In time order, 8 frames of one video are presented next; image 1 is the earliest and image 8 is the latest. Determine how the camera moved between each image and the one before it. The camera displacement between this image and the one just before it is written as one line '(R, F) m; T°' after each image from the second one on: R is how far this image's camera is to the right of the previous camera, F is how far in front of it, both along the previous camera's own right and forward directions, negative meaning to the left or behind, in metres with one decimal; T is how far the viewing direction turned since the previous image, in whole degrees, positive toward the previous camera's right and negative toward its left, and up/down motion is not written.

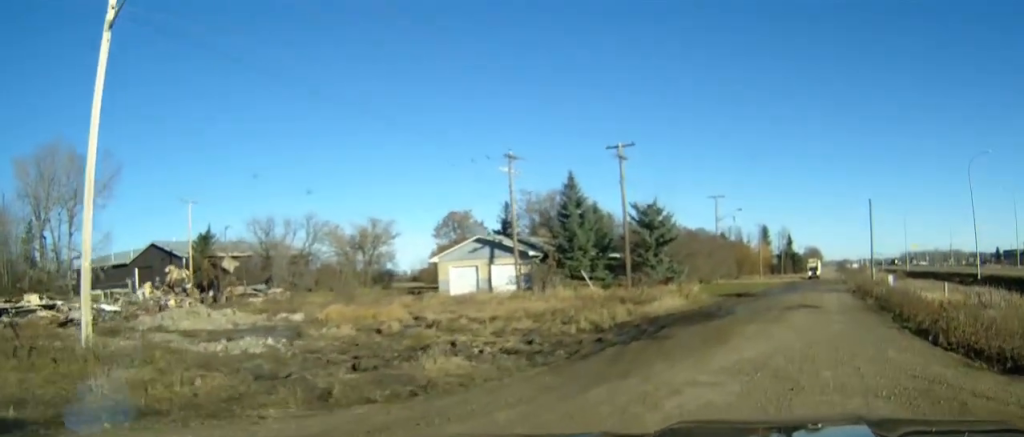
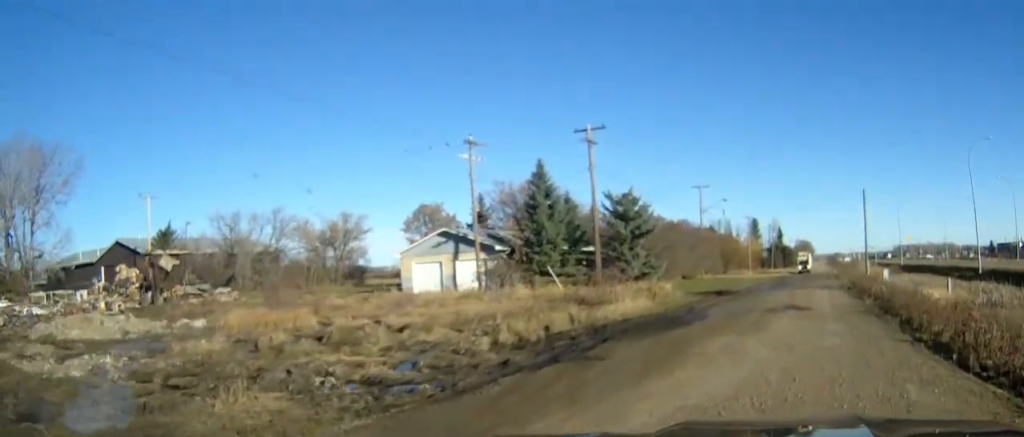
(0.0, +4.8) m; +1°
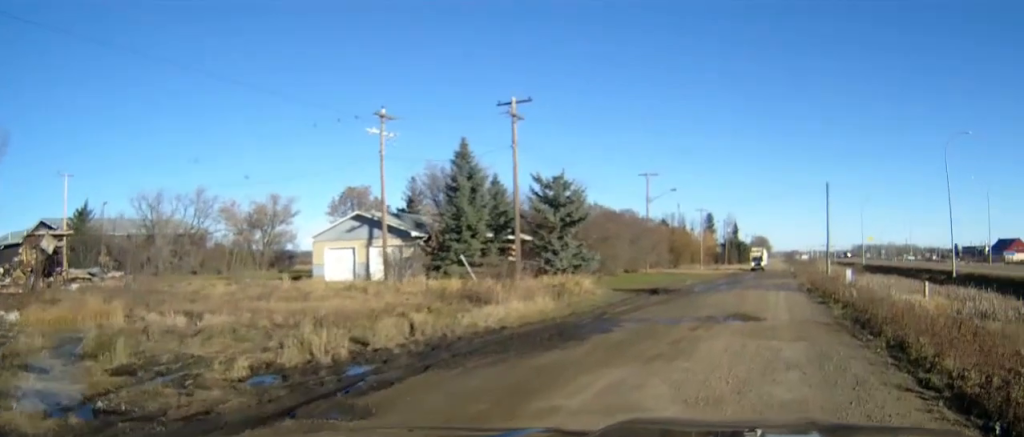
(0.0, +5.6) m; 0°
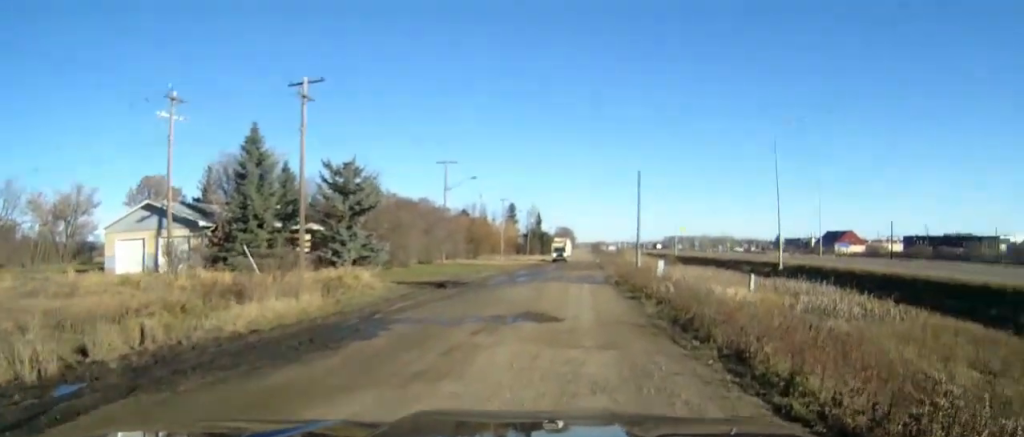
(0.0, +2.3) m; +1°
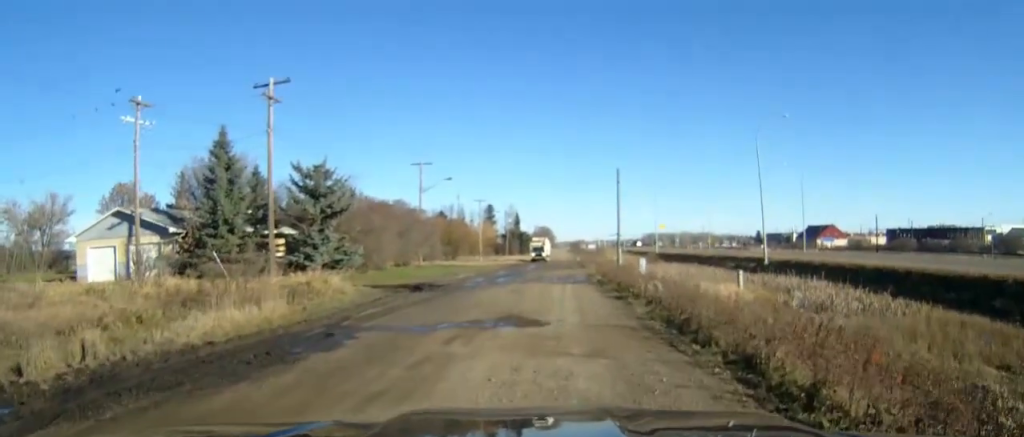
(0.0, +1.3) m; 0°
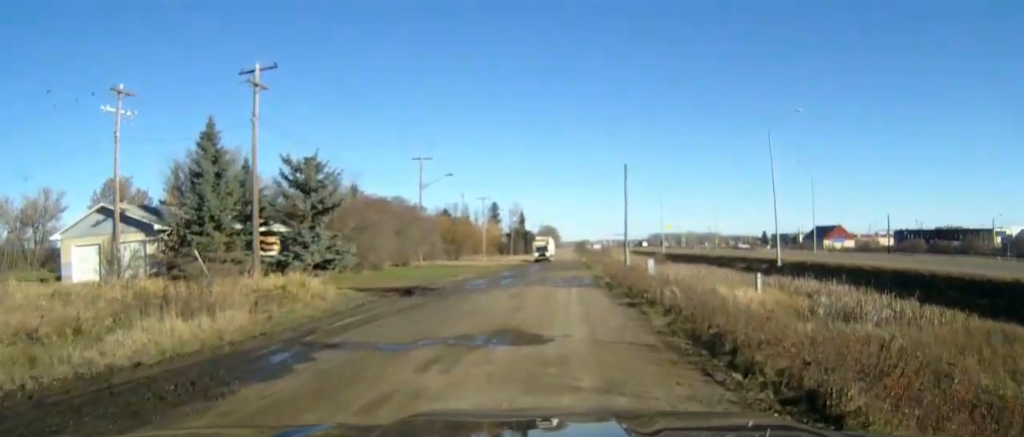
(0.0, +2.5) m; 0°
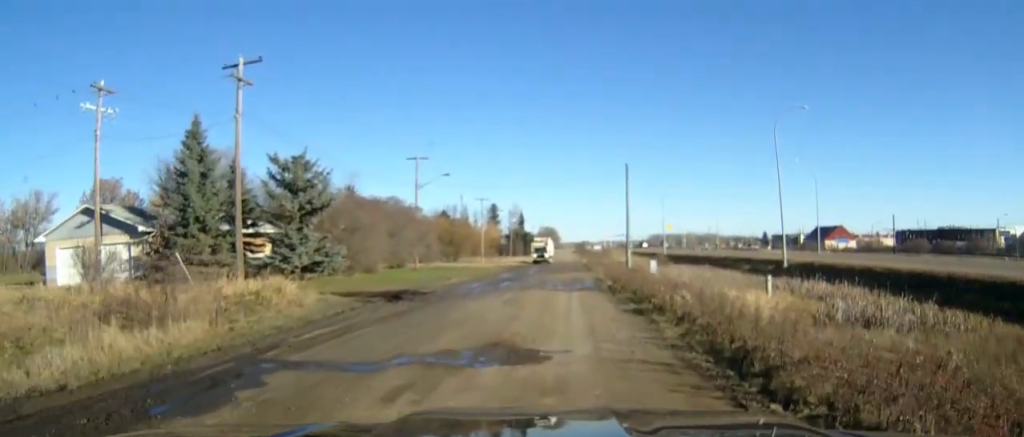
(0.0, +1.7) m; 0°
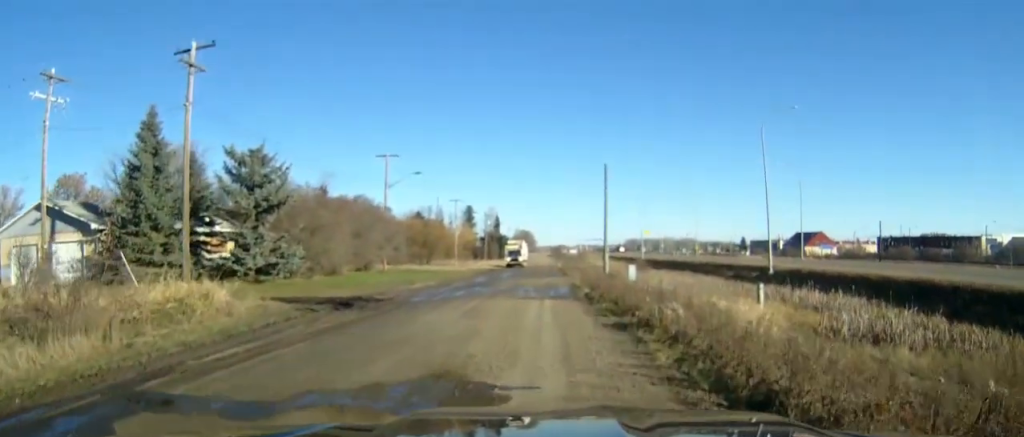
(0.0, +2.4) m; +1°
